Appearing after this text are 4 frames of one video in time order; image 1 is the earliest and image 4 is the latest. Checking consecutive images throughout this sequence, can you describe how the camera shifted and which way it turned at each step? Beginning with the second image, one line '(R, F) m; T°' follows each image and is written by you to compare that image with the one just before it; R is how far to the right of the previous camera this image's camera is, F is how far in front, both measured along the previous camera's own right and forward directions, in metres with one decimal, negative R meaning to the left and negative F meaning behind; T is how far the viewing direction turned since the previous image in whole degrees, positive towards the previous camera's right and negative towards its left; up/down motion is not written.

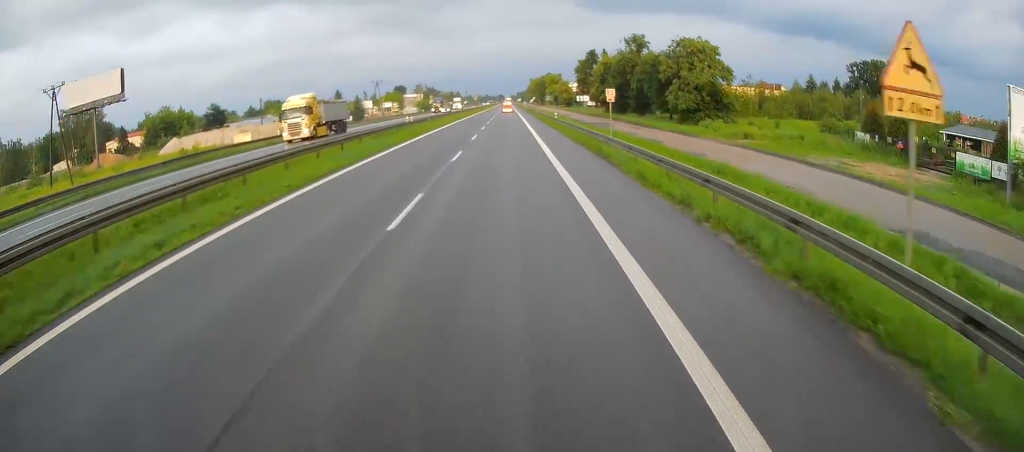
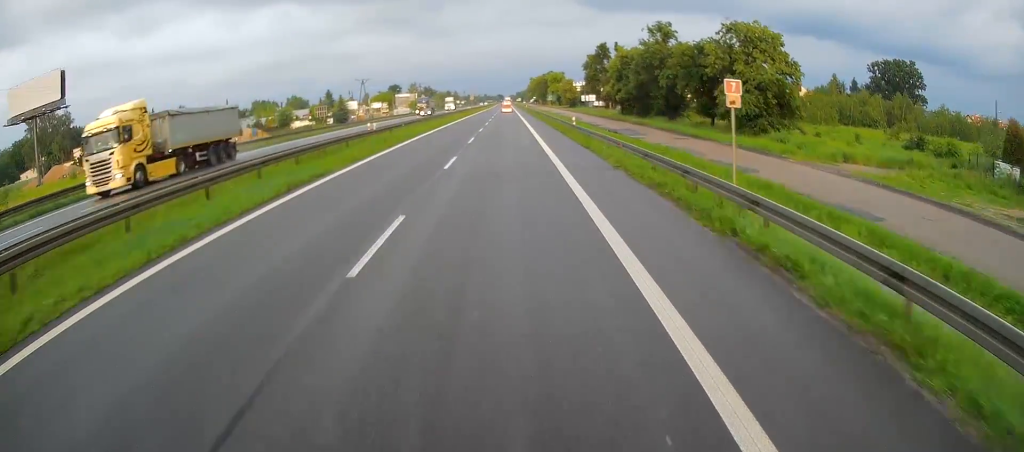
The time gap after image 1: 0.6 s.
(0.0, +14.5) m; 0°
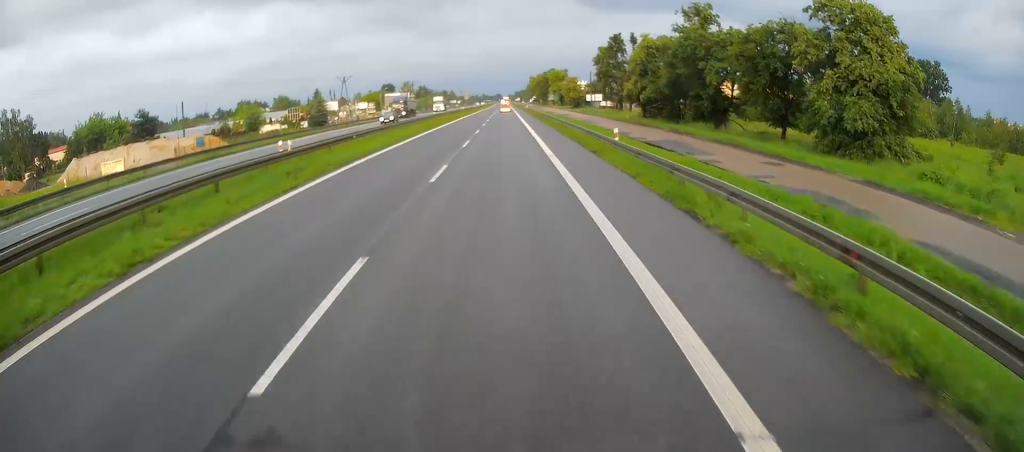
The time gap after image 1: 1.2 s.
(0.0, +14.9) m; 0°
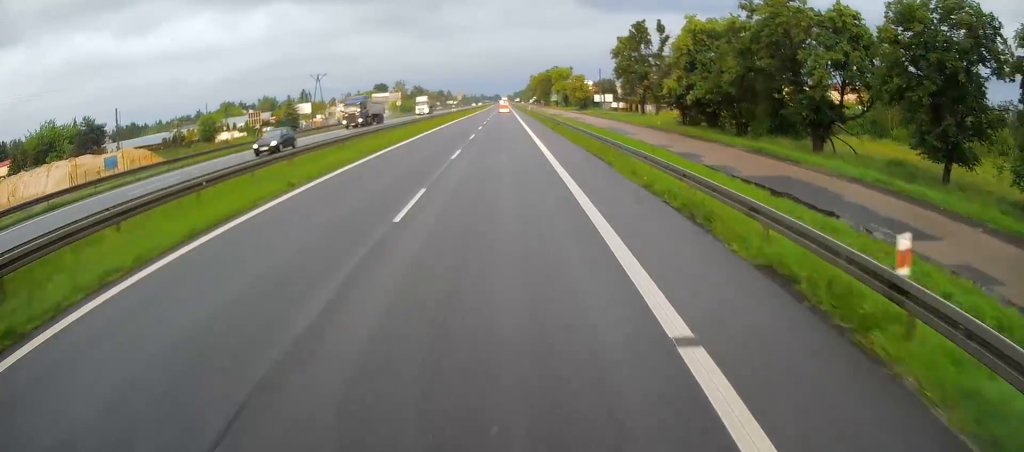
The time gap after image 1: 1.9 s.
(0.0, +17.1) m; 0°
